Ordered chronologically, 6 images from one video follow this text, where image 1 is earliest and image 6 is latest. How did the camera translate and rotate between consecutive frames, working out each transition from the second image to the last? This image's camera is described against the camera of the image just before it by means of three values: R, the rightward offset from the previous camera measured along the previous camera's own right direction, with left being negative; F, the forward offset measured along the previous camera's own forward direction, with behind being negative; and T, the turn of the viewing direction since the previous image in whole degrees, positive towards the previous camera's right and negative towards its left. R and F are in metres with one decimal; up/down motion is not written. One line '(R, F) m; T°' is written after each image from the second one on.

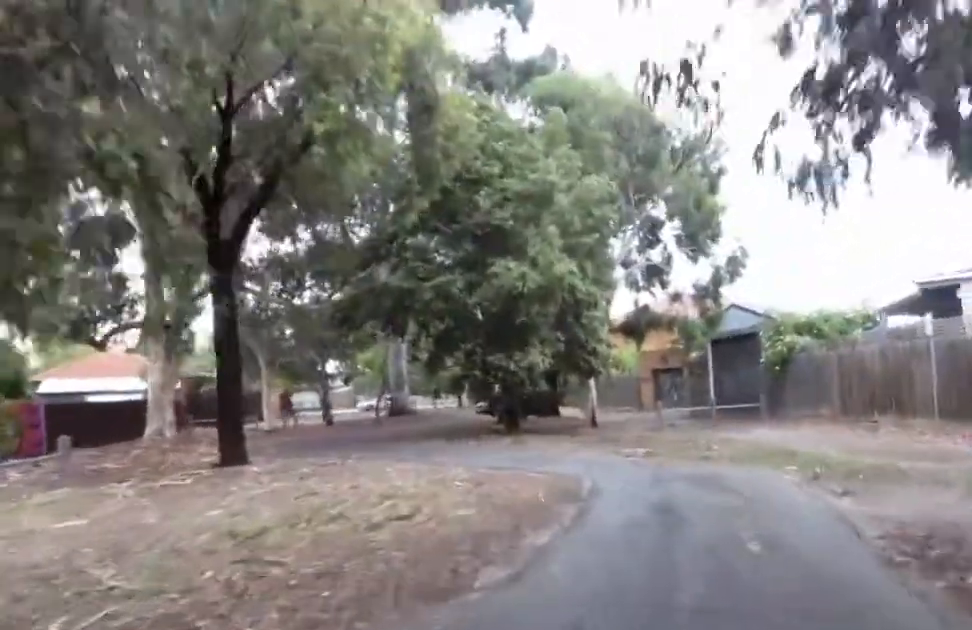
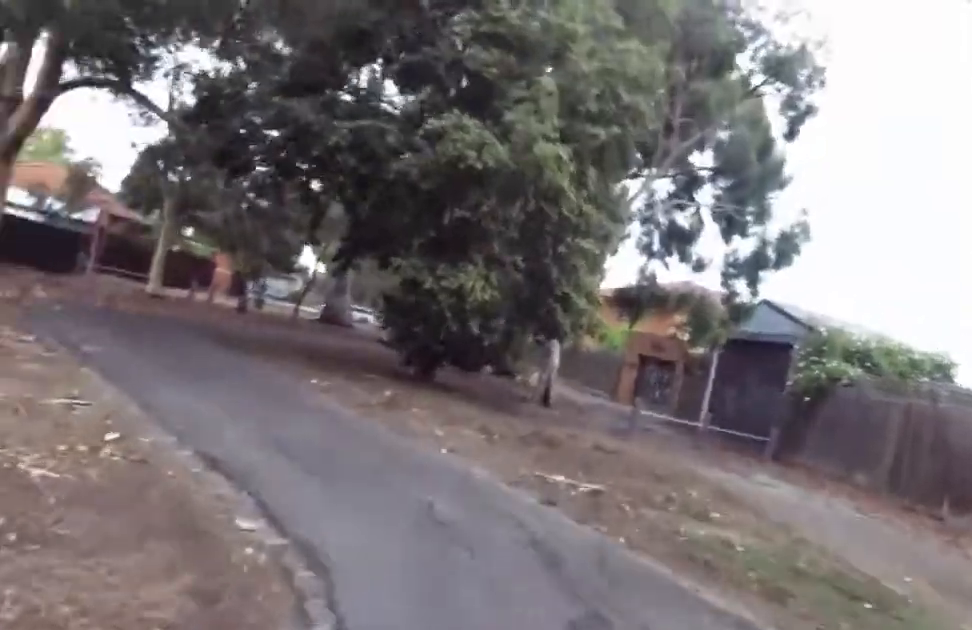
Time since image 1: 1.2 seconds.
(+0.2, +5.2) m; -2°
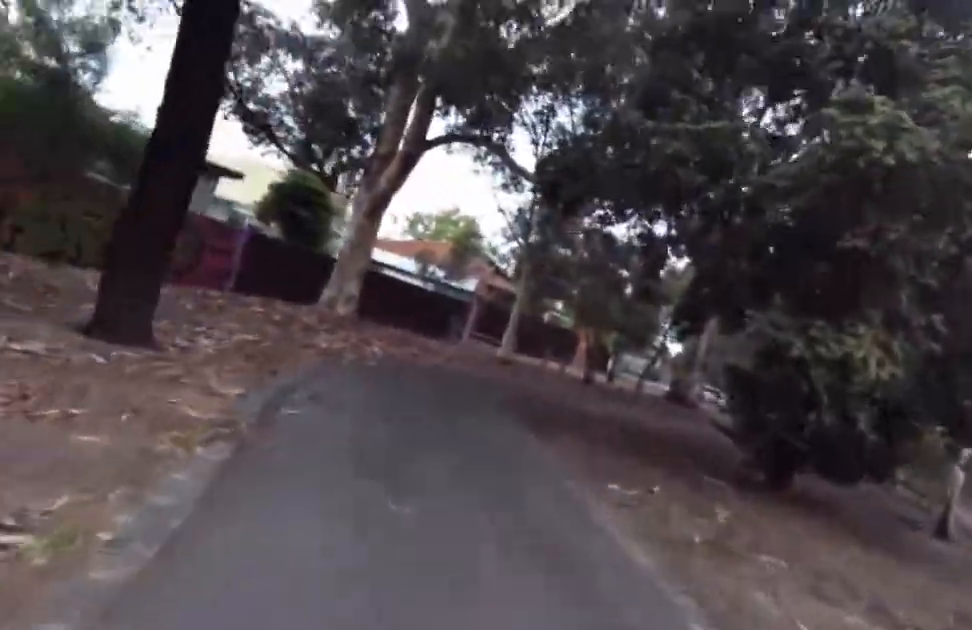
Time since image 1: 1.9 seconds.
(+0.1, +3.1) m; -11°
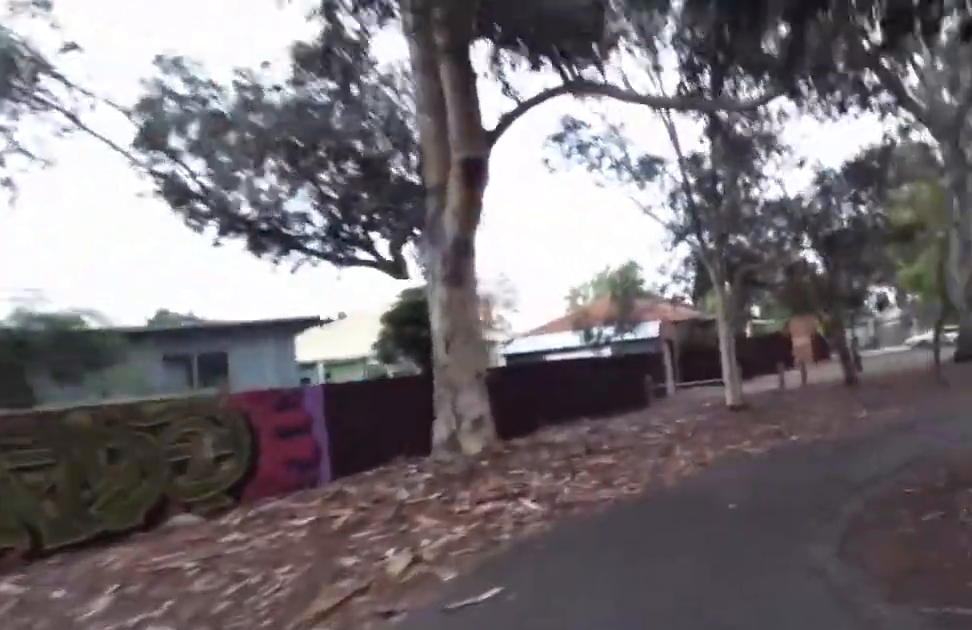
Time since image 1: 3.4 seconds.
(-1.1, +6.2) m; -3°
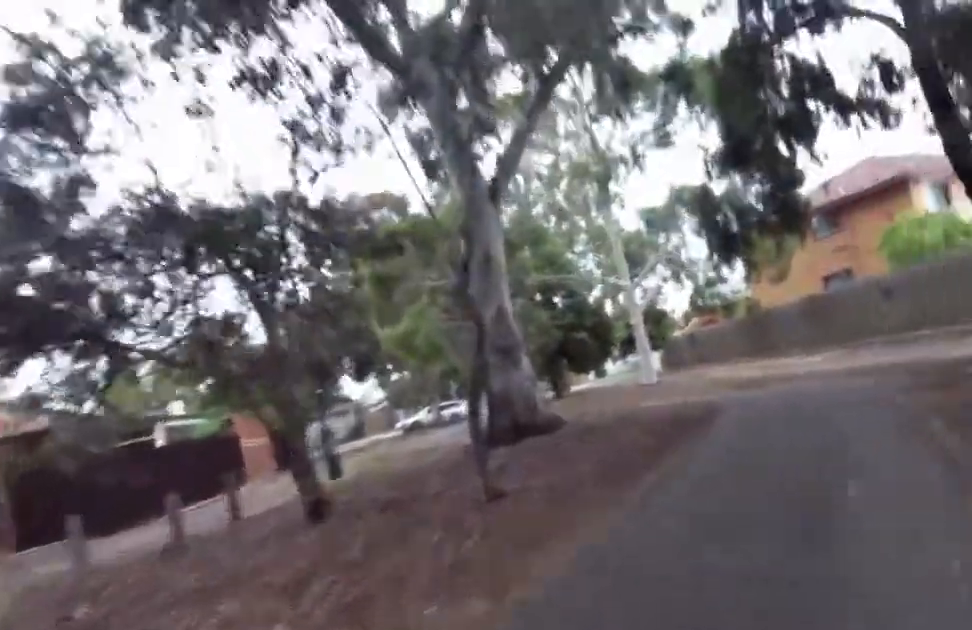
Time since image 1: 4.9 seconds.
(+1.2, +7.4) m; +8°
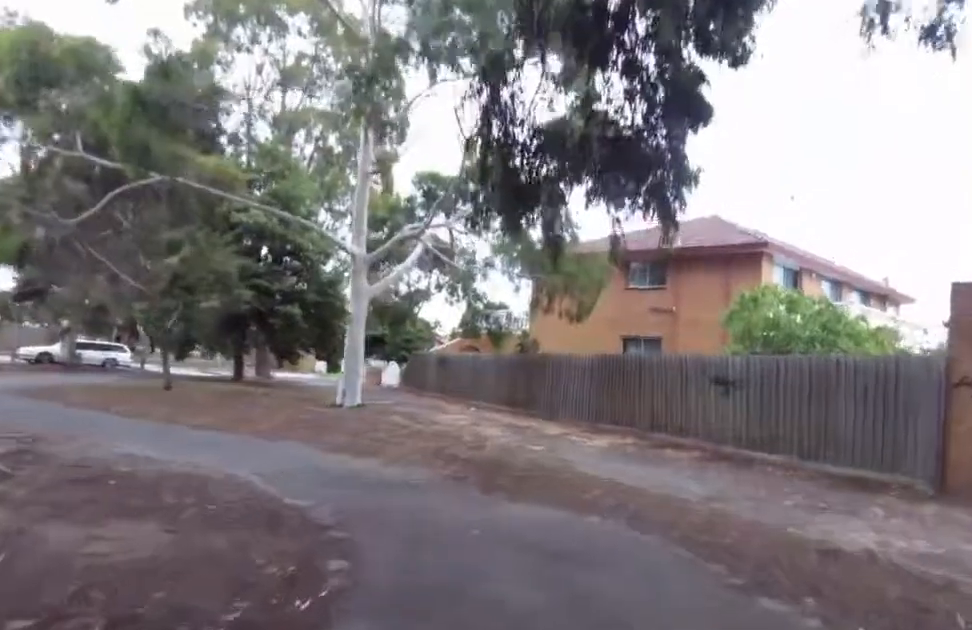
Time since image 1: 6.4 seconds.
(-0.3, +7.7) m; 0°
